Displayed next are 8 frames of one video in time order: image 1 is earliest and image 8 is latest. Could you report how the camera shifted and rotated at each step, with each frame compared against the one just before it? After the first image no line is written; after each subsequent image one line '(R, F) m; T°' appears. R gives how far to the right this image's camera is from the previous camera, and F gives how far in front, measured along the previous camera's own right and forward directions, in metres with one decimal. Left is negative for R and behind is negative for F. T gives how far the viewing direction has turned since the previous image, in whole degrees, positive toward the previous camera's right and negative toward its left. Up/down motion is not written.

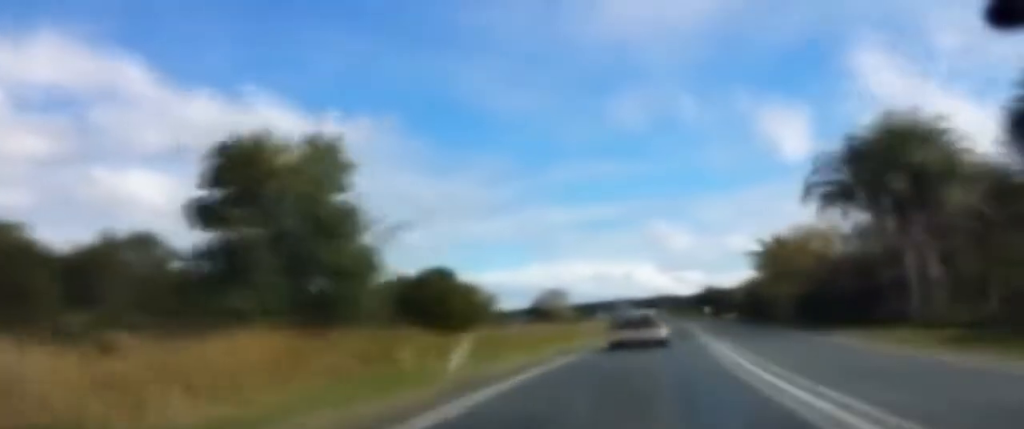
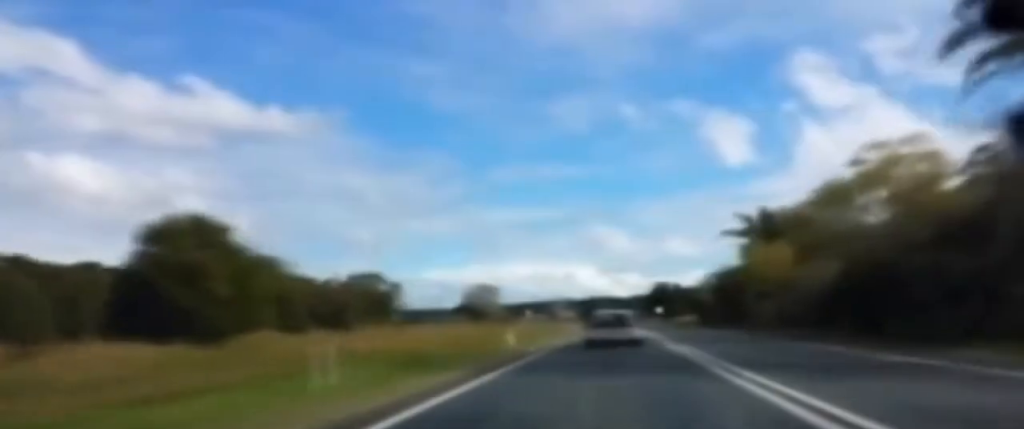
(+0.2, +13.9) m; +1°
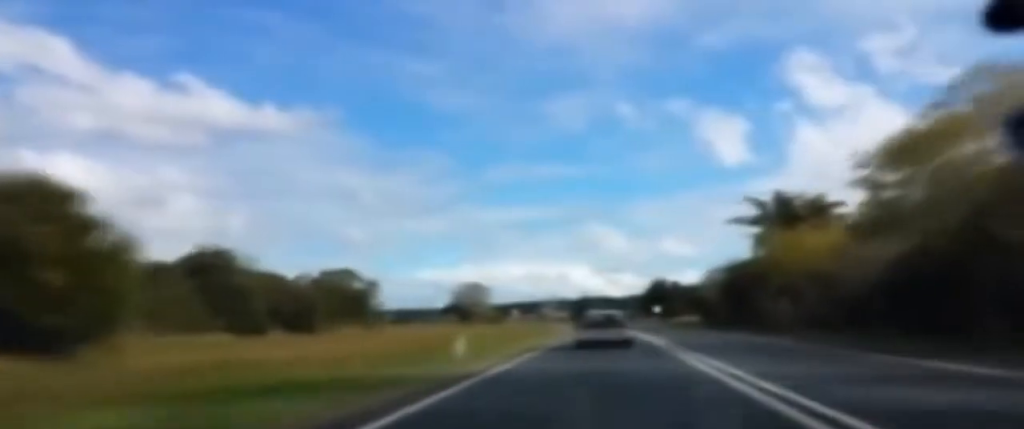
(+0.1, +11.7) m; 0°
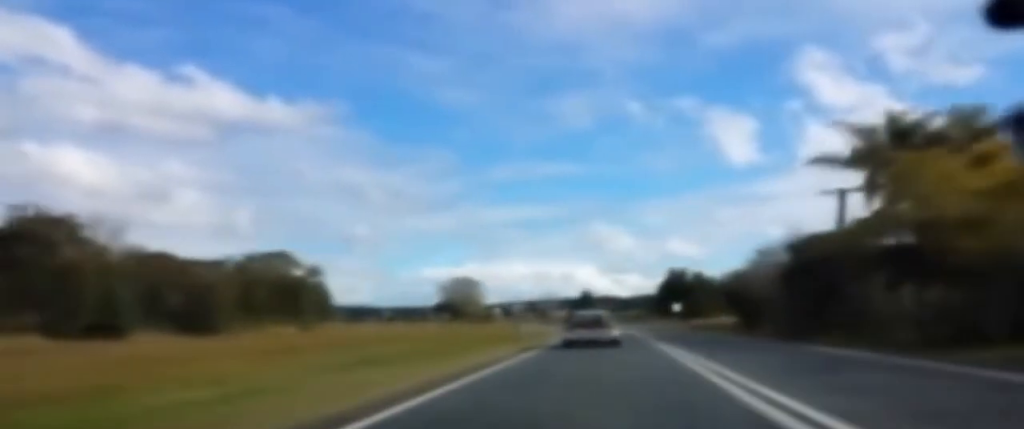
(0.0, +28.2) m; -1°
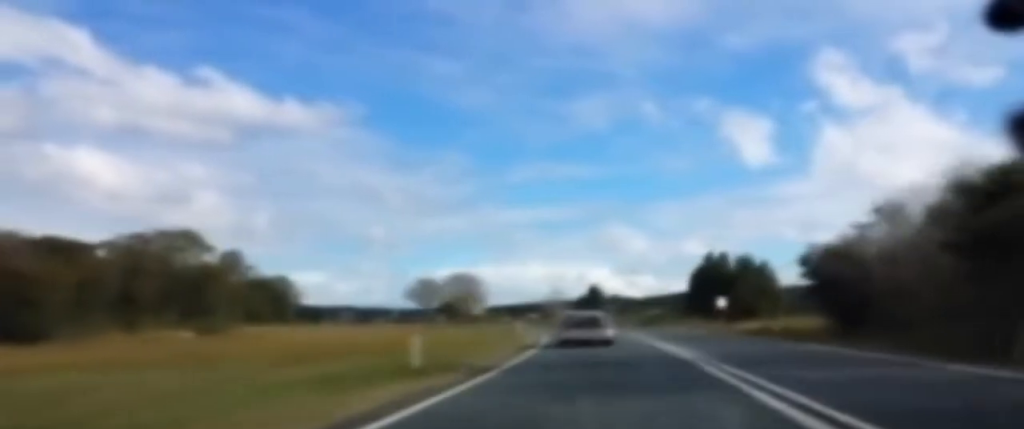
(-0.1, +25.4) m; 0°
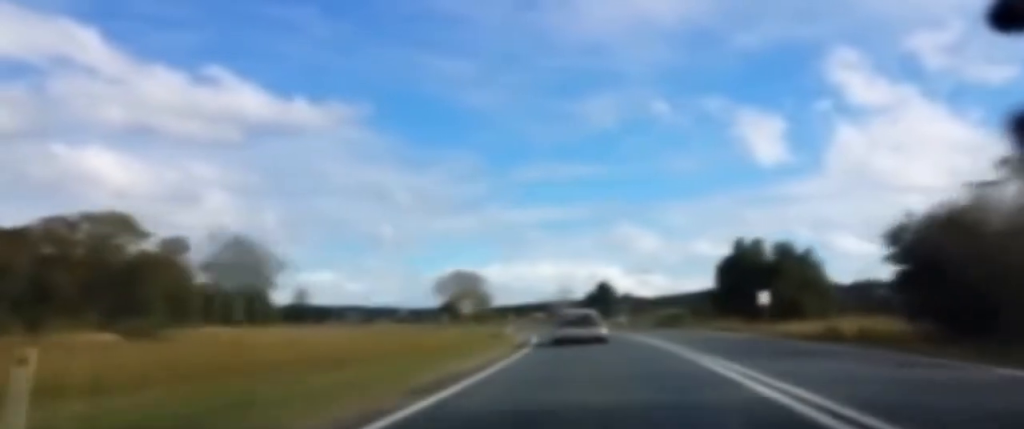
(+0.1, +11.3) m; 0°
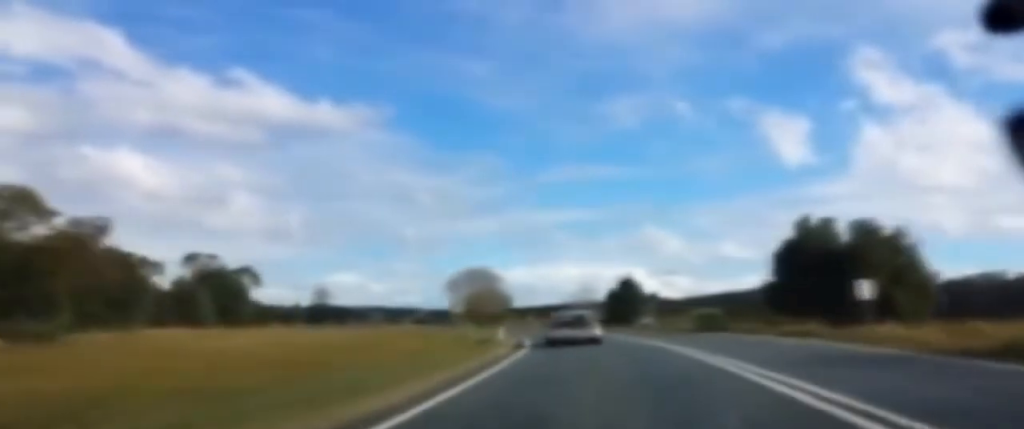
(0.0, +13.2) m; -1°
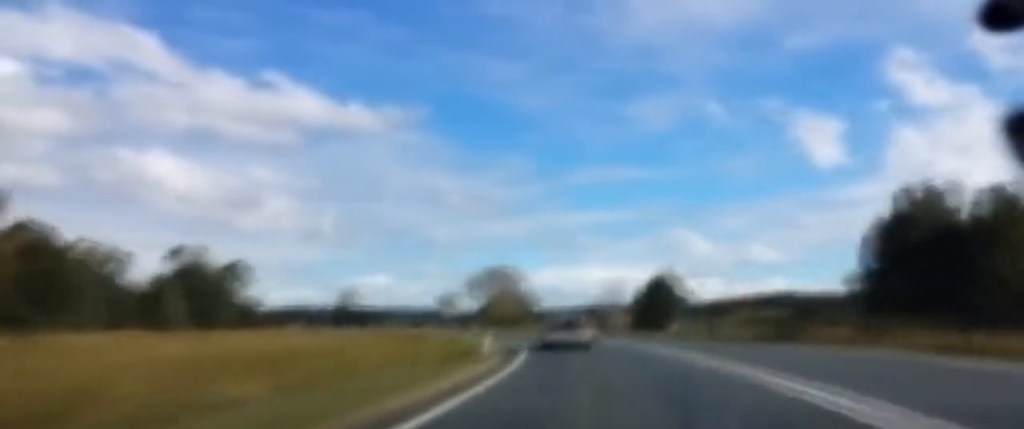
(-0.1, +12.1) m; -2°
